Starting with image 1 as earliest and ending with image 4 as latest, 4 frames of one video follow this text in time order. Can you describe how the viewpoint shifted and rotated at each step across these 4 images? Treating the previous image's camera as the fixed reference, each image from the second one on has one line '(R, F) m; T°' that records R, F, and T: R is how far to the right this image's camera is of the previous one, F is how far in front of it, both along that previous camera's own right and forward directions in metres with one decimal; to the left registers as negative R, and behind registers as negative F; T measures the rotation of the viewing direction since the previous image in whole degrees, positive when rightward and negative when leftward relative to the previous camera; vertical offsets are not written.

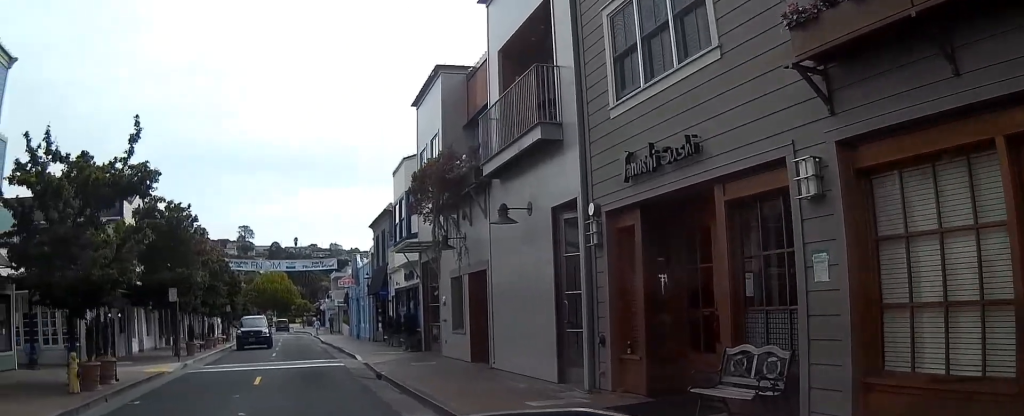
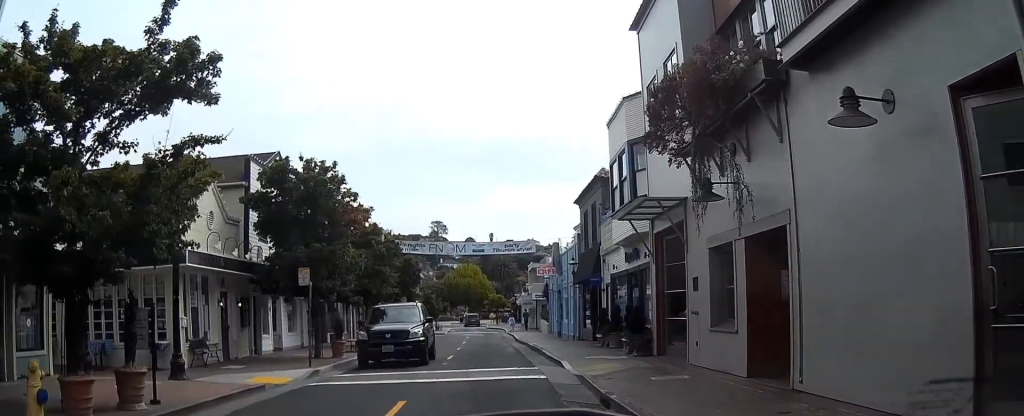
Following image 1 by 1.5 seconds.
(-1.0, +5.9) m; -18°
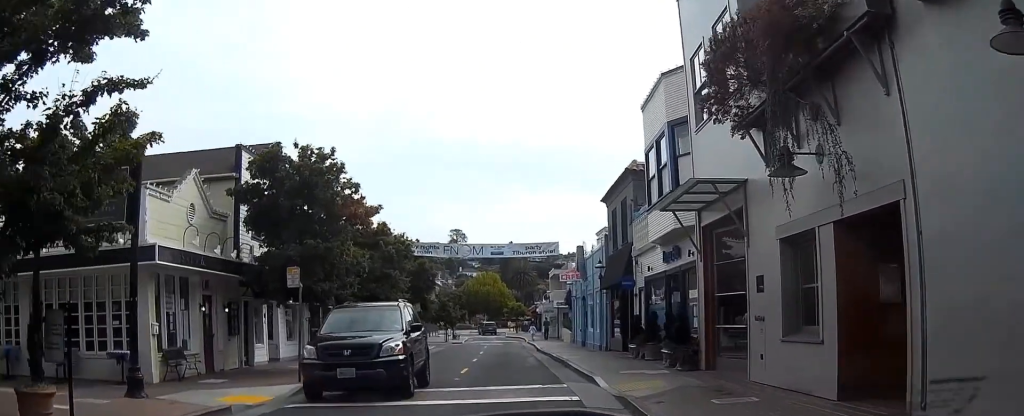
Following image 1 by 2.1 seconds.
(-0.1, +2.6) m; -2°
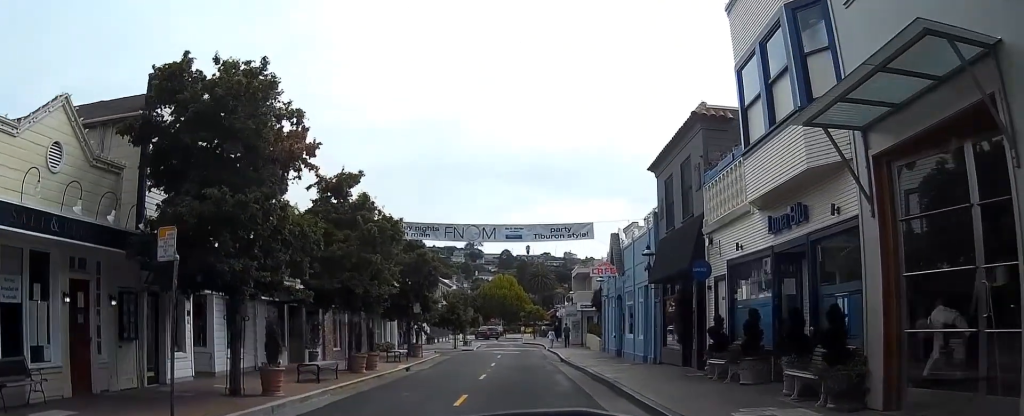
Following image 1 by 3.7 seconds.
(-0.2, +7.2) m; -1°
